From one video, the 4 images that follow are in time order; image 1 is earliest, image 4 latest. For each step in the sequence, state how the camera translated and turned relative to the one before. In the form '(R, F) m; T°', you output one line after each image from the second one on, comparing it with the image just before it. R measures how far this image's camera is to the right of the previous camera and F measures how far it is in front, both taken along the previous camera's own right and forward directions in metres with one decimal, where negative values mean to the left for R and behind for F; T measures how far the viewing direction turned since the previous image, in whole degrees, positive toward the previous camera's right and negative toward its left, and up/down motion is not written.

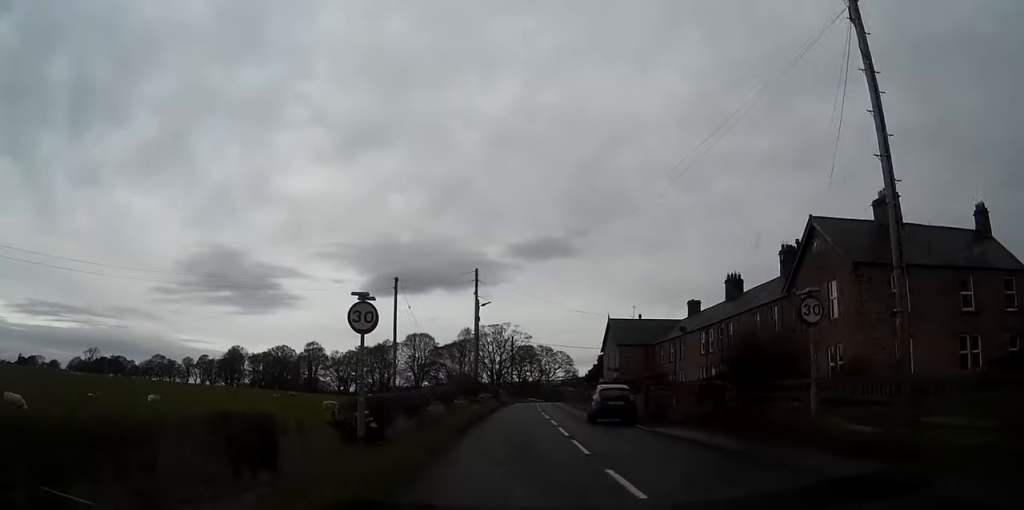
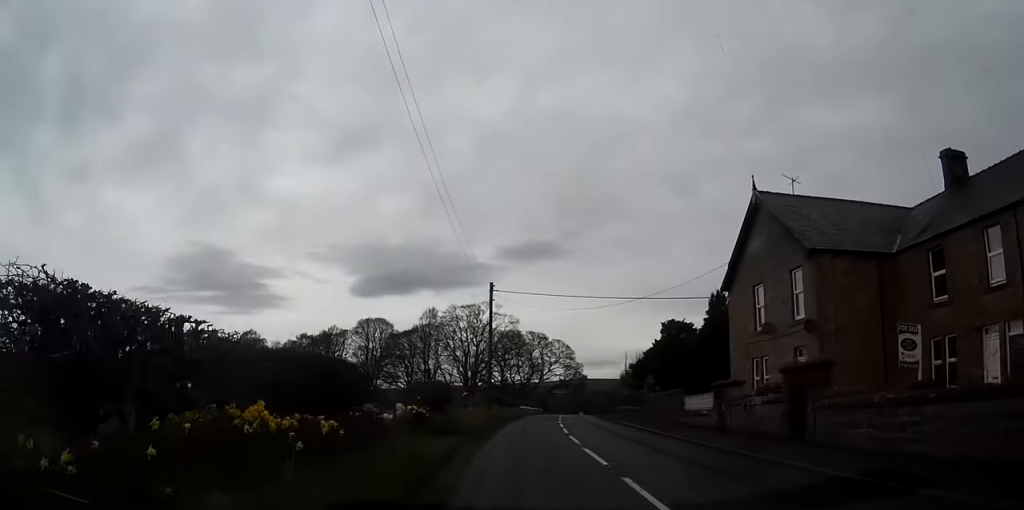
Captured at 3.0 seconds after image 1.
(+0.2, +49.4) m; +2°
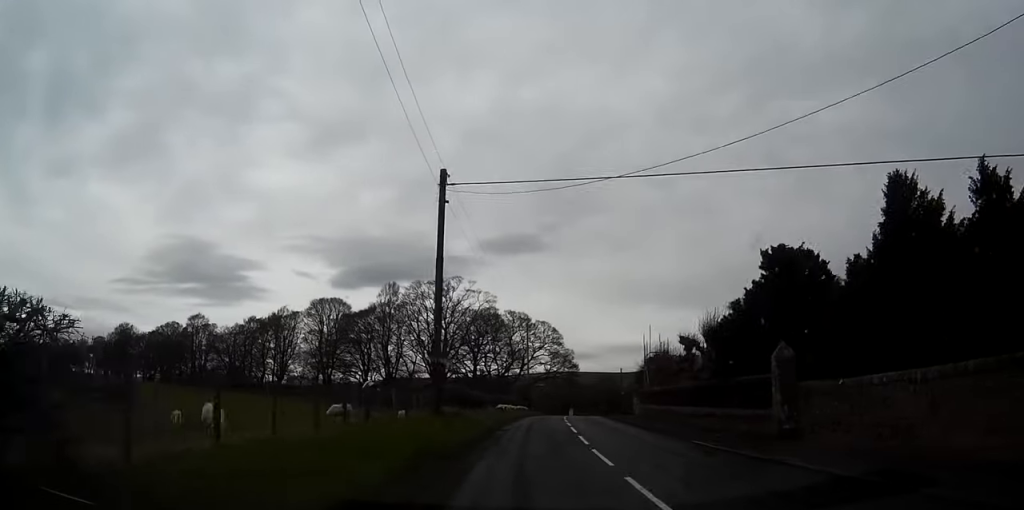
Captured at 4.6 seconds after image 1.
(+0.4, +23.9) m; +2°
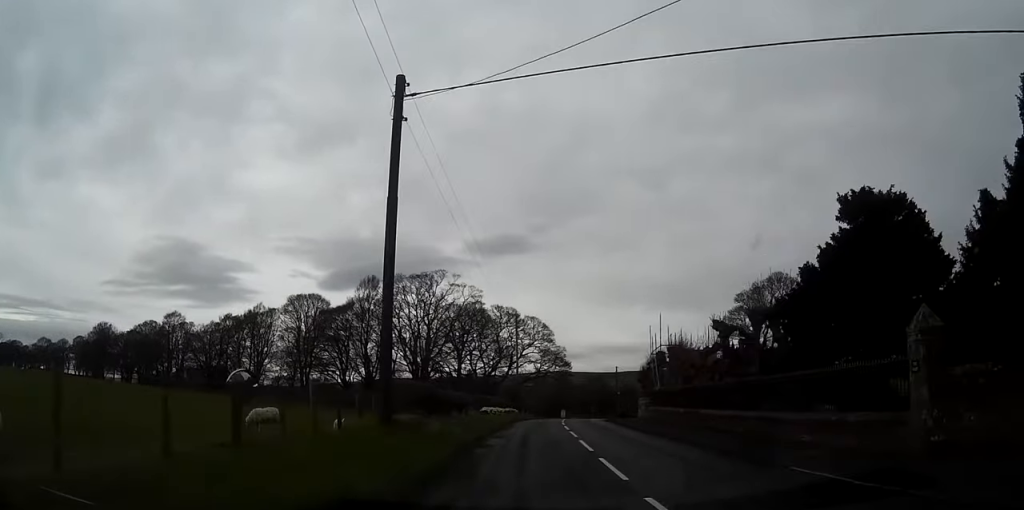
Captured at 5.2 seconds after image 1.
(+0.1, +7.9) m; +1°
